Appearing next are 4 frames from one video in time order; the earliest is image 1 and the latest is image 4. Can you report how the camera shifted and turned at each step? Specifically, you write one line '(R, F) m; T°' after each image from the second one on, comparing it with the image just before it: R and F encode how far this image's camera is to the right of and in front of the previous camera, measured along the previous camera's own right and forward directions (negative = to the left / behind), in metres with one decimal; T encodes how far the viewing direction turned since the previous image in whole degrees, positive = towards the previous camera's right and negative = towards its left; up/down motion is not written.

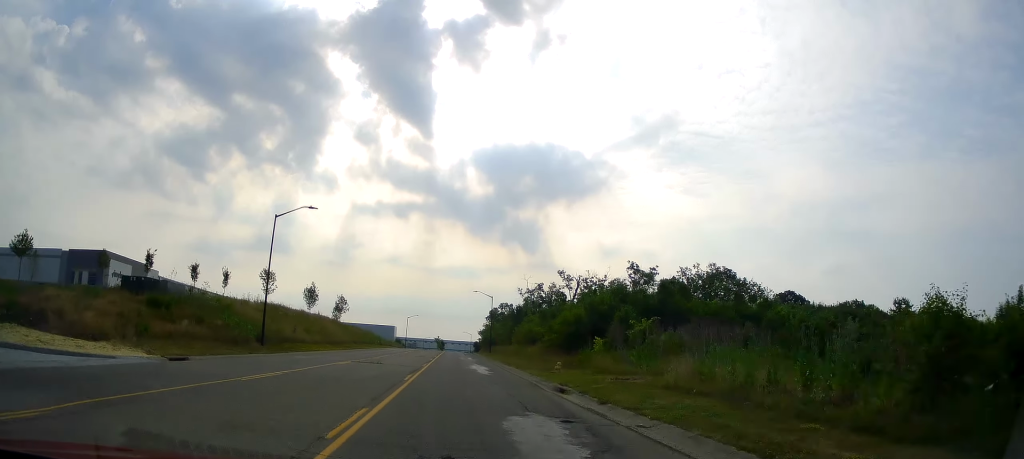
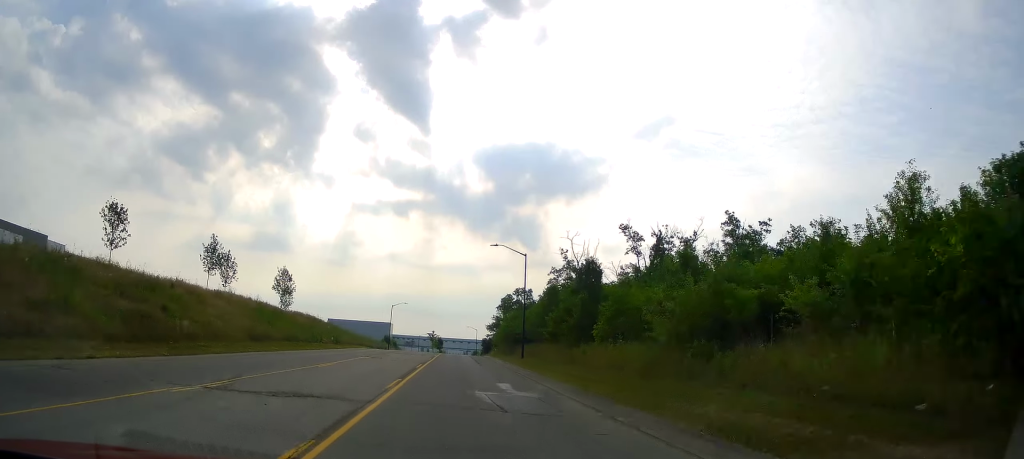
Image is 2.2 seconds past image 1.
(+0.4, +36.8) m; +1°
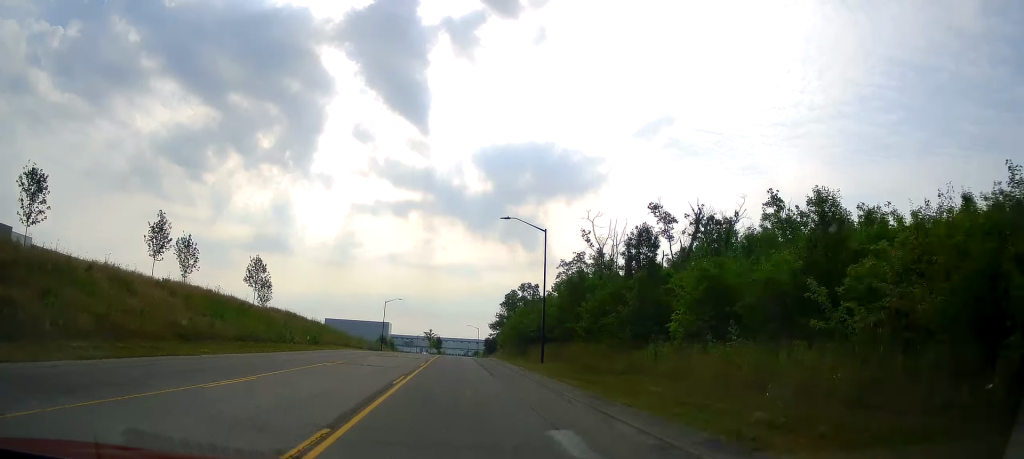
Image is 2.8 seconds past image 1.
(0.0, +11.1) m; 0°
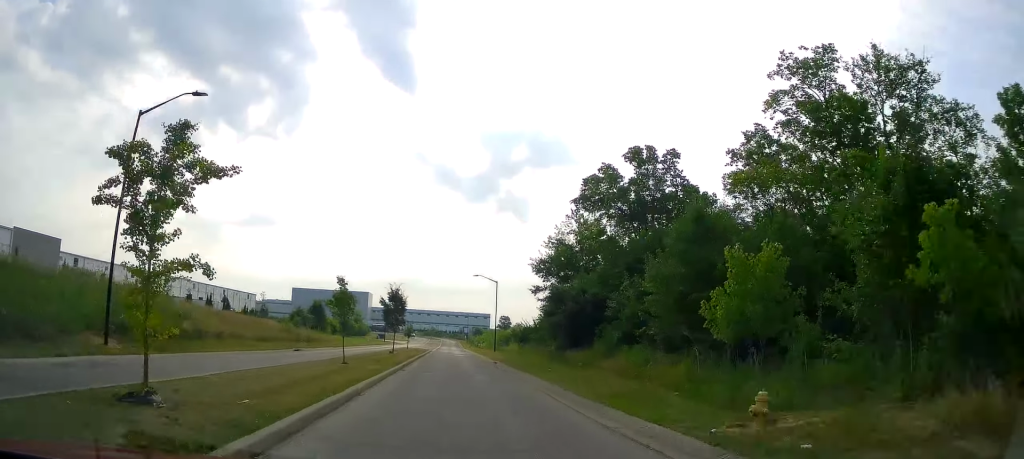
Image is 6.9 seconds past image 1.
(0.0, +74.6) m; 0°
